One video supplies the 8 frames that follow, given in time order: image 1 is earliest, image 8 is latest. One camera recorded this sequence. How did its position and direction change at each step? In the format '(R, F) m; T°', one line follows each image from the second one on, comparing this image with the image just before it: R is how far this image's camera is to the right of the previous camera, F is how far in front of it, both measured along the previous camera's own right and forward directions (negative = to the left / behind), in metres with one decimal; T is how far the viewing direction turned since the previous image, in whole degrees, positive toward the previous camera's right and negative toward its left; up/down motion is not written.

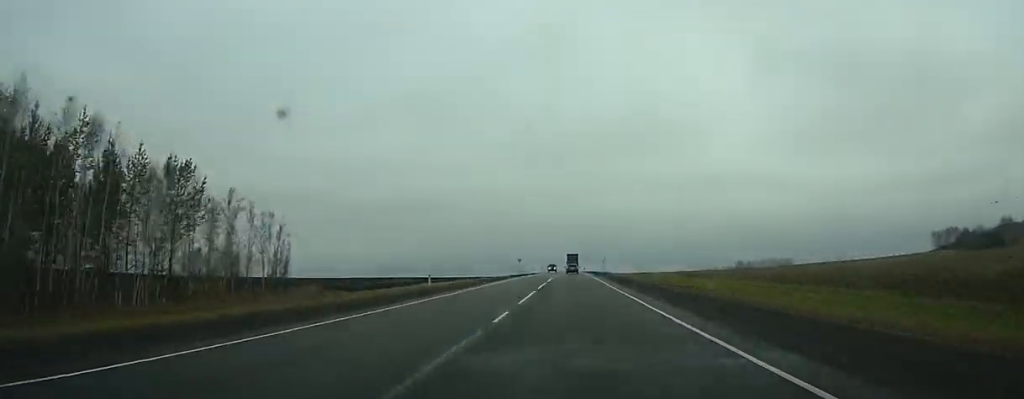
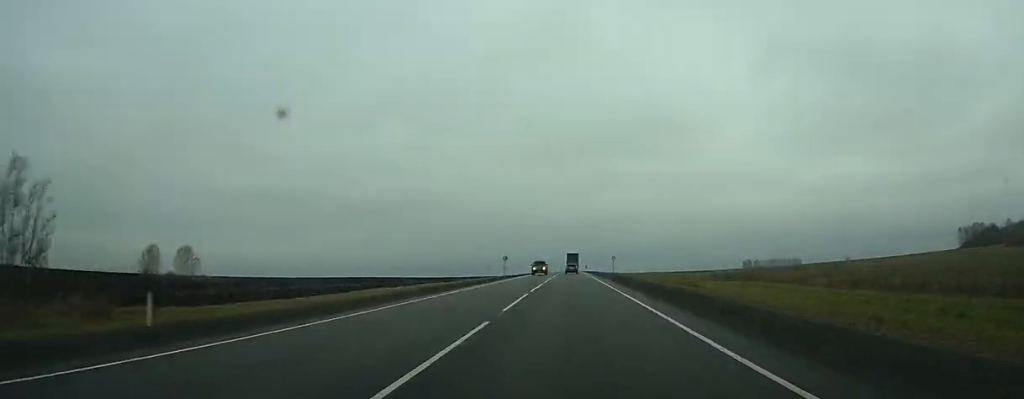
(-4.9, +26.6) m; -3°
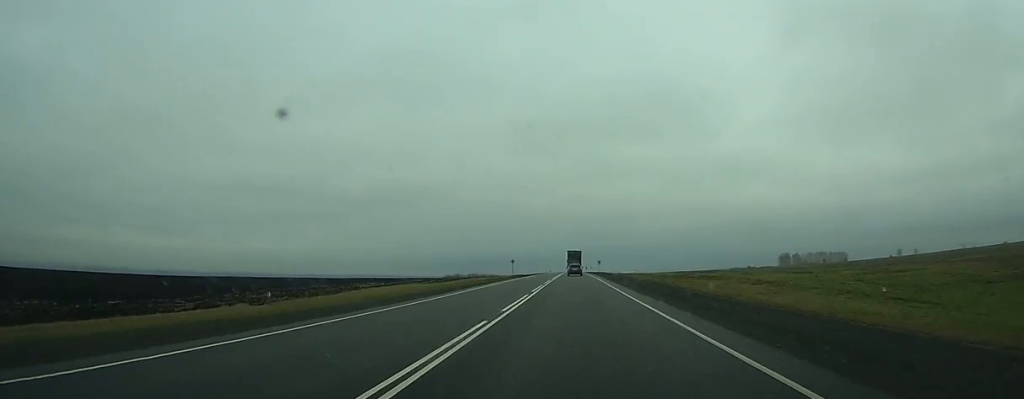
(-1.3, +114.9) m; +2°
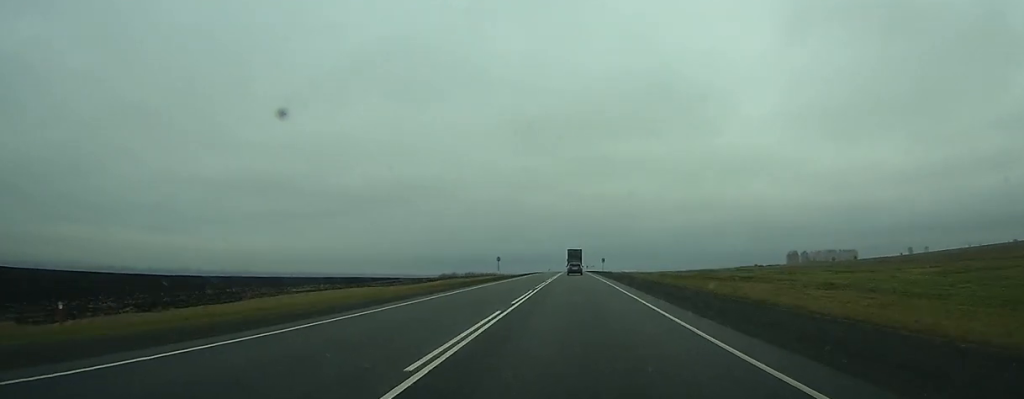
(+0.1, +20.3) m; 0°
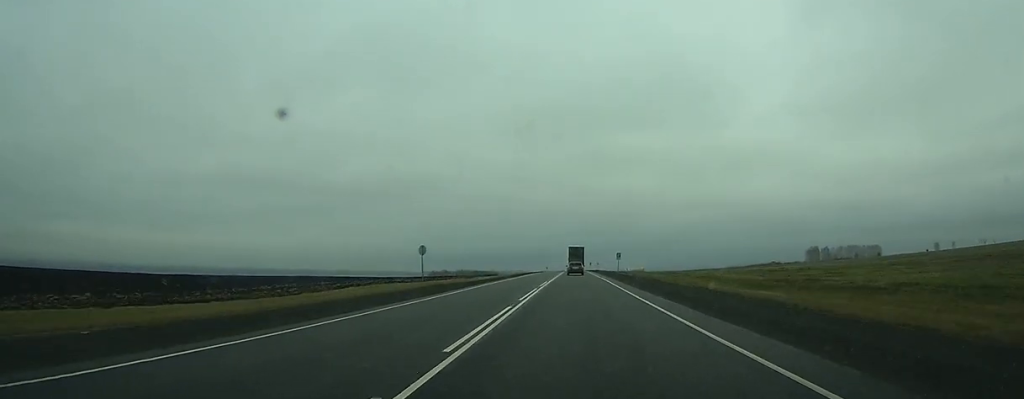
(-0.1, +43.9) m; 0°
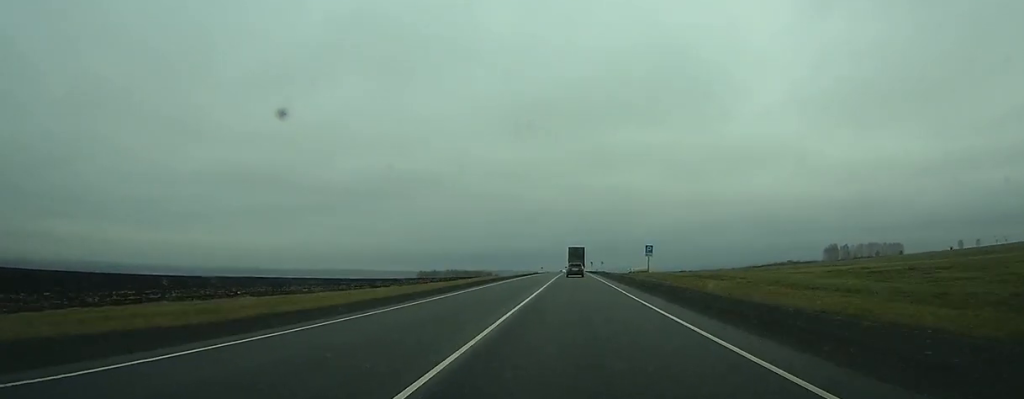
(0.0, +41.5) m; 0°
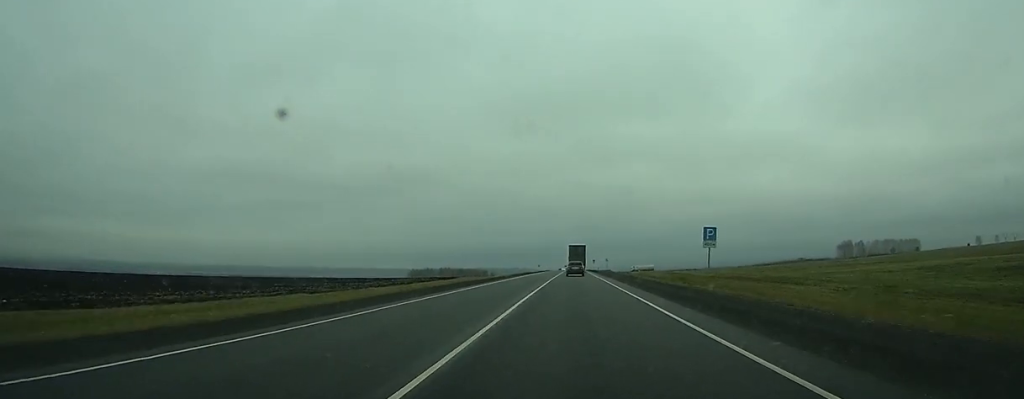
(0.0, +27.1) m; 0°
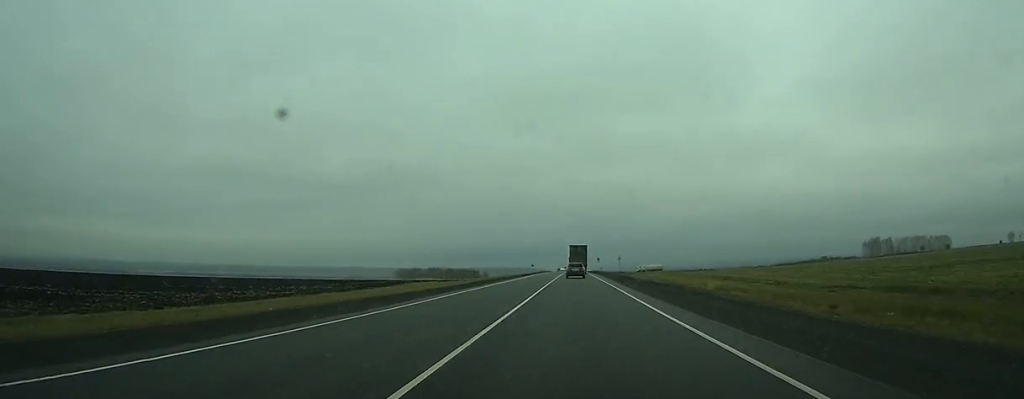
(0.0, +44.4) m; 0°
